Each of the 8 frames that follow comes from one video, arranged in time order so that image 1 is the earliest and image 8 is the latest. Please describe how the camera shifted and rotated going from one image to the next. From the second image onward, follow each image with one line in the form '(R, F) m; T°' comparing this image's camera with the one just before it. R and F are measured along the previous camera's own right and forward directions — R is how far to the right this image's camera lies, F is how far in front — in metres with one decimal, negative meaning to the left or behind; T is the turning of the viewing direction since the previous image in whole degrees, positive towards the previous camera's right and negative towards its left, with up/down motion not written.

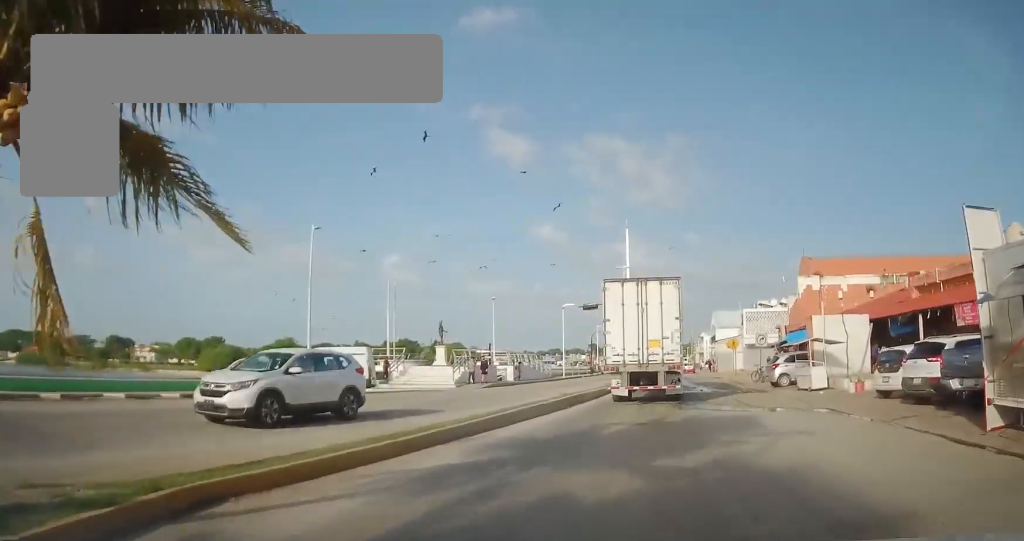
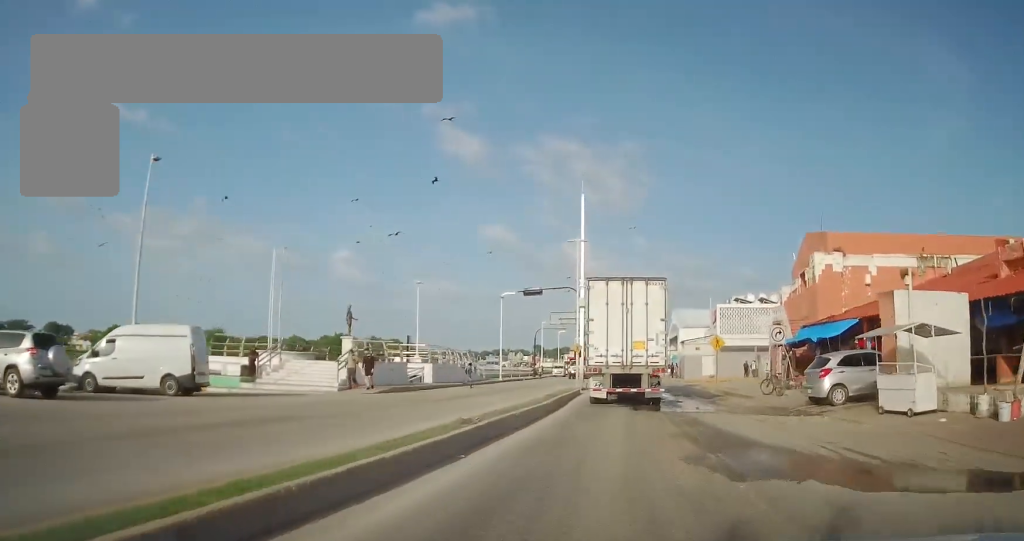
(-0.2, +11.4) m; +3°
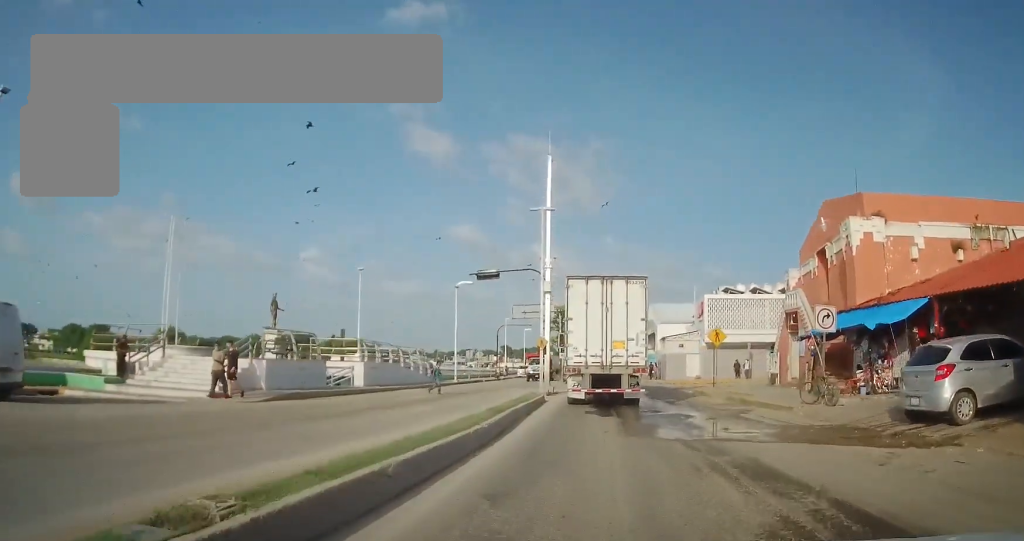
(+0.4, +7.9) m; +9°
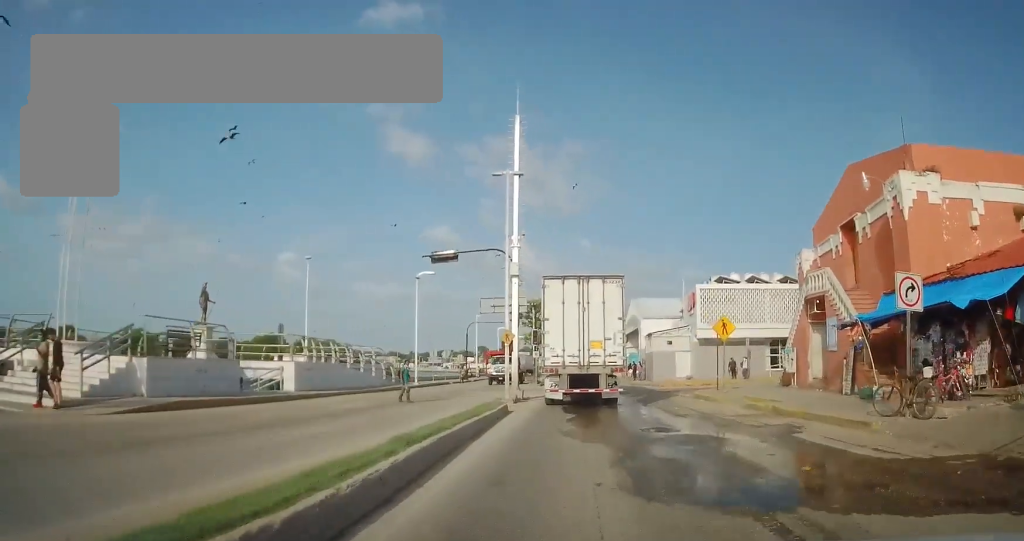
(+0.7, +6.2) m; +2°
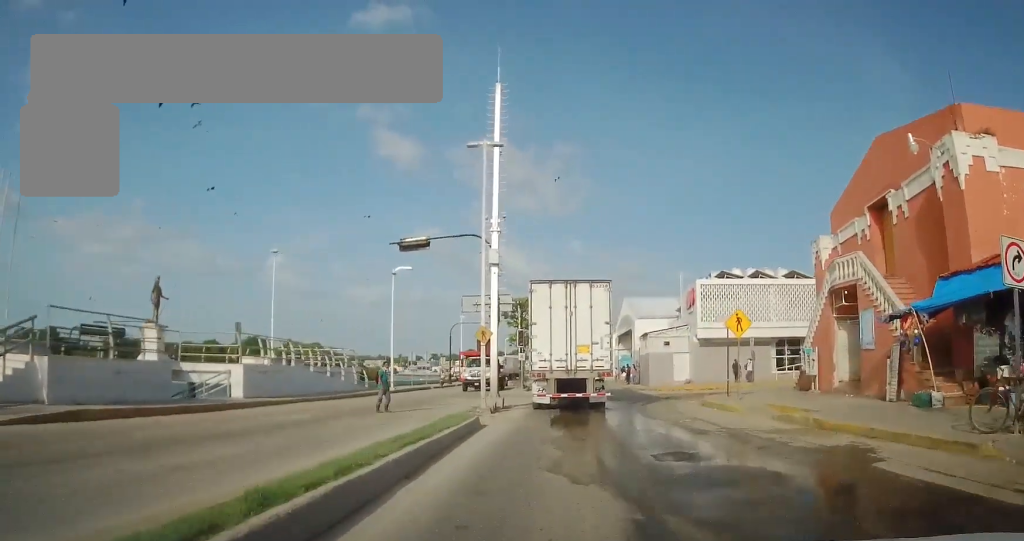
(+0.1, +4.0) m; 0°
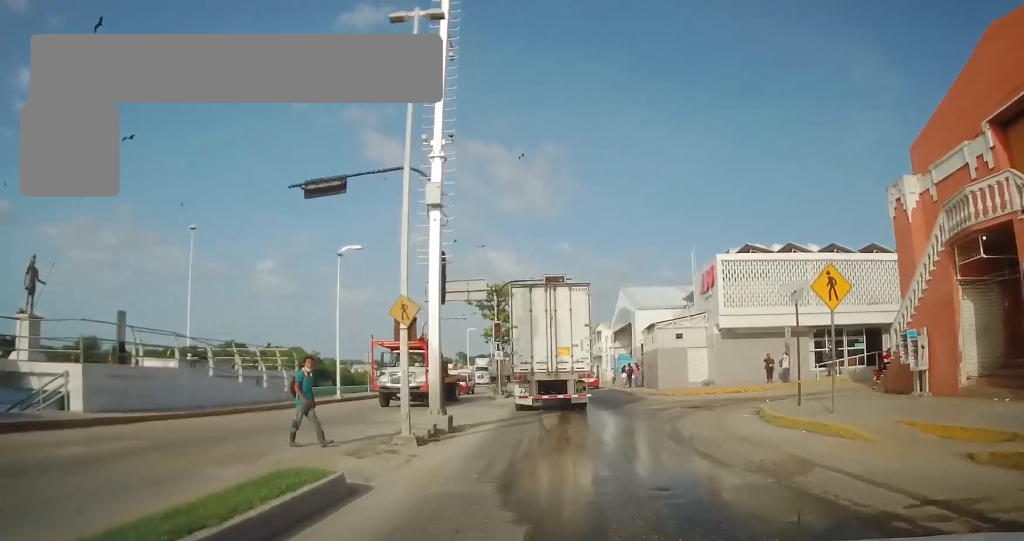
(-0.4, +9.3) m; -3°
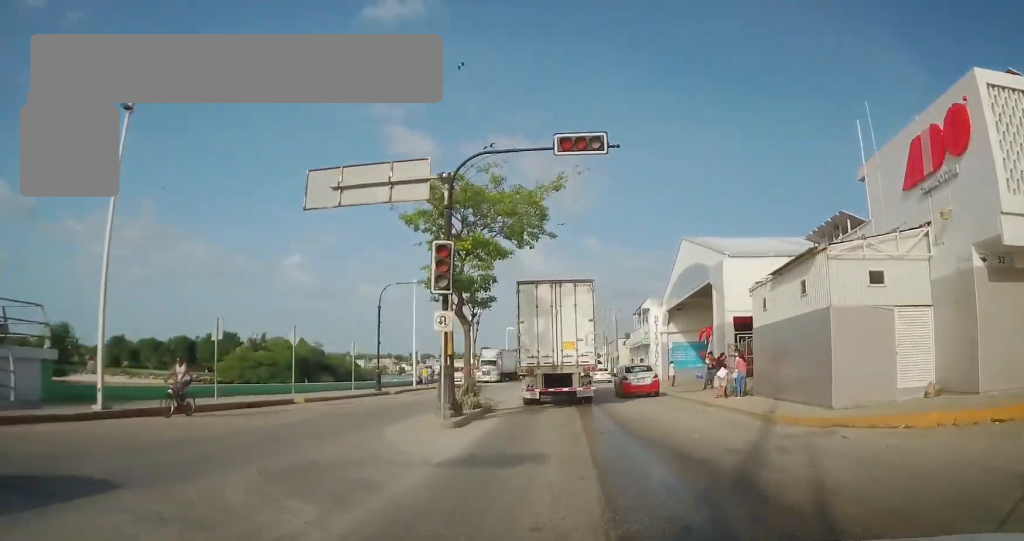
(-0.1, +21.7) m; 0°
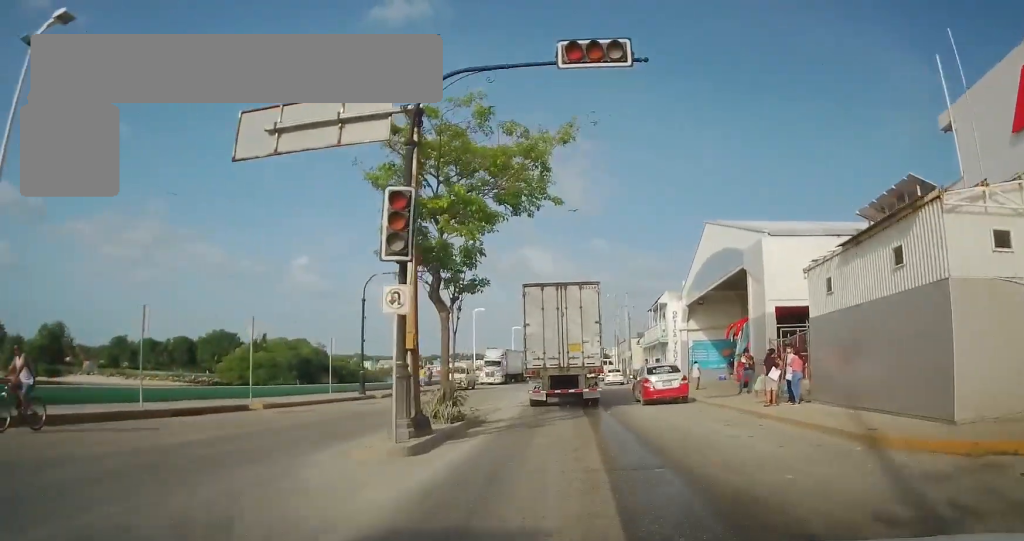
(0.0, +4.8) m; -1°
